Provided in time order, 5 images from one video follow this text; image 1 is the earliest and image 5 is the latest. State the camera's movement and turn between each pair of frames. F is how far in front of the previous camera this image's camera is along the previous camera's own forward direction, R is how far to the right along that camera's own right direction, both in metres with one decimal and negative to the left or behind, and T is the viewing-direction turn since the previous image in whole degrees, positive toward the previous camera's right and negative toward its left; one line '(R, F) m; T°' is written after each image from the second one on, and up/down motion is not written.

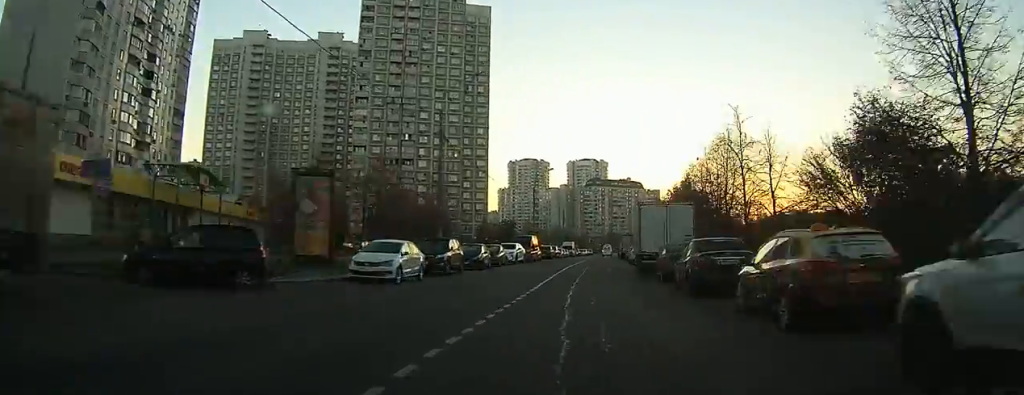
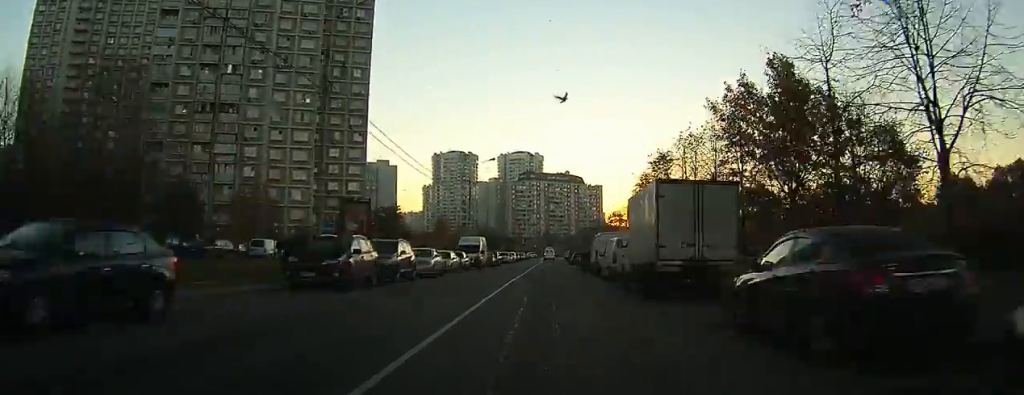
(+4.3, +52.5) m; +7°
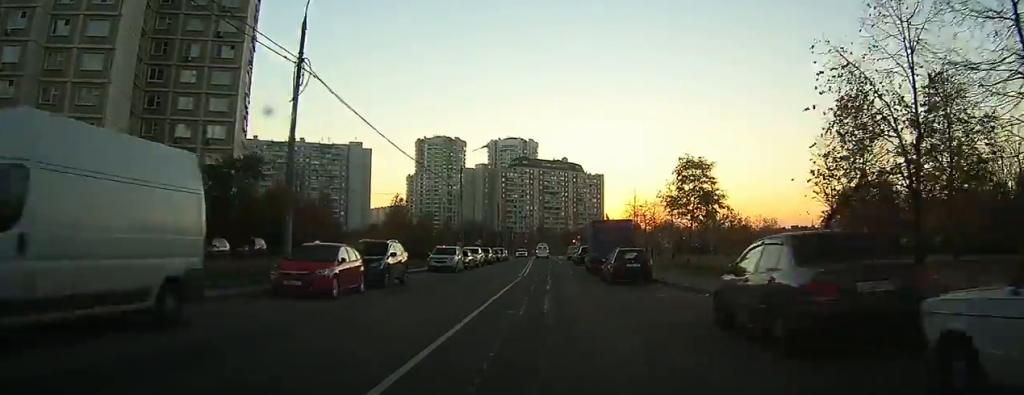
(+1.4, +42.6) m; +4°
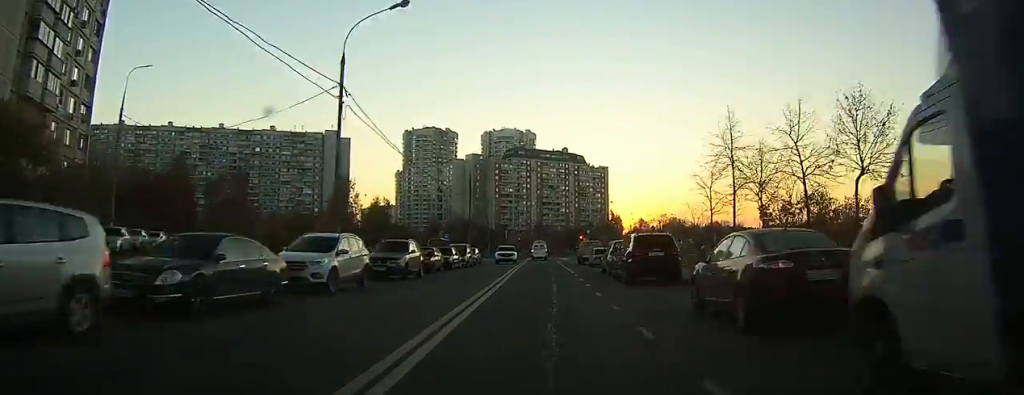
(+0.9, +33.1) m; +2°
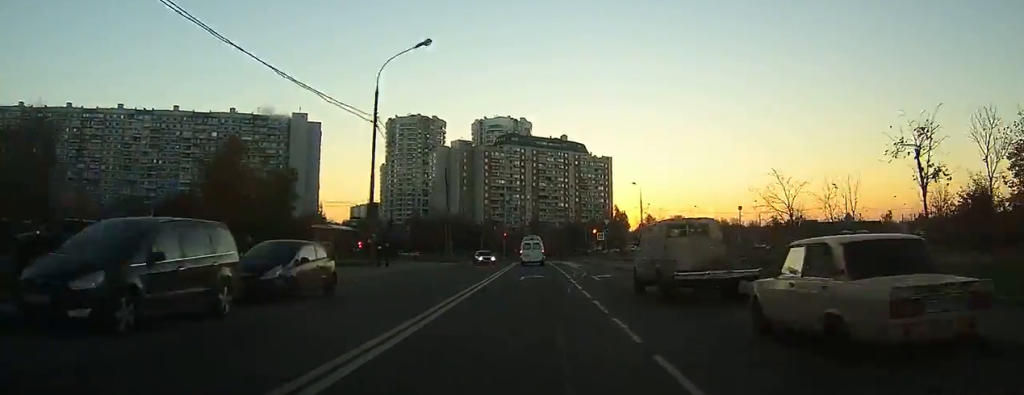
(-0.5, +34.1) m; -1°
